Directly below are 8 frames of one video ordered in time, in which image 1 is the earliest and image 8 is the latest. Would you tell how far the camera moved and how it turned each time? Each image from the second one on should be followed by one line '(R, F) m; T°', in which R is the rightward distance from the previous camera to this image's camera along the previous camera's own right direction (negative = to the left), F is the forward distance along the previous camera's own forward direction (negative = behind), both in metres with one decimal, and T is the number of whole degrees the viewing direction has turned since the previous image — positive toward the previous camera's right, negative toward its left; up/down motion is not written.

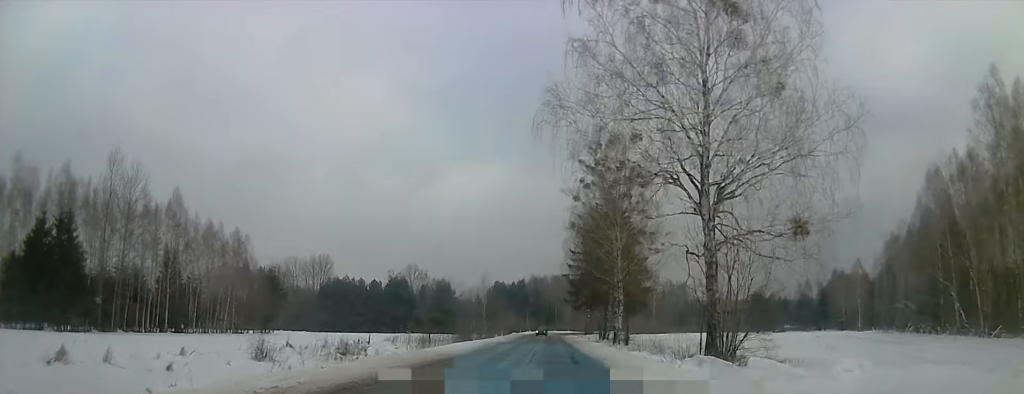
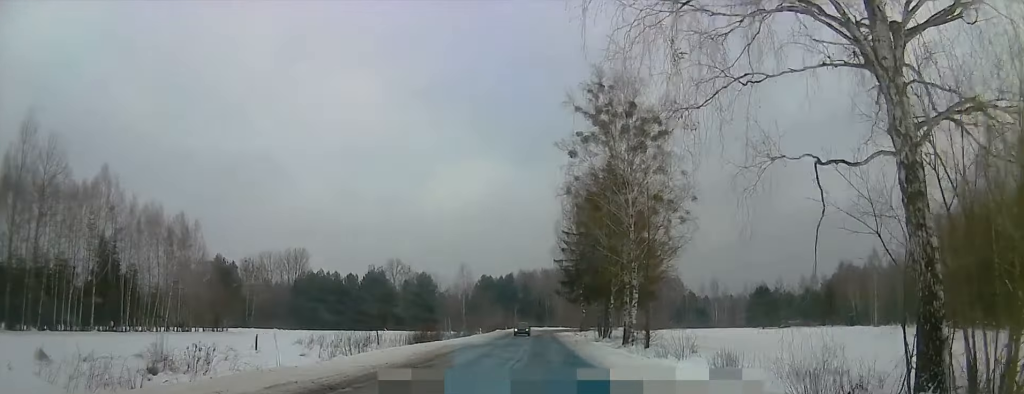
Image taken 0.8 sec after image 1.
(0.0, +15.0) m; +2°
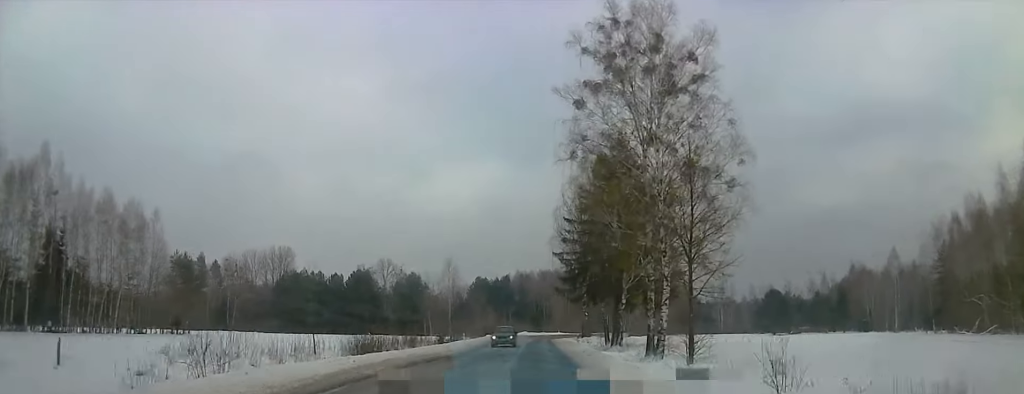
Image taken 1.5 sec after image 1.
(+0.4, +11.9) m; +2°
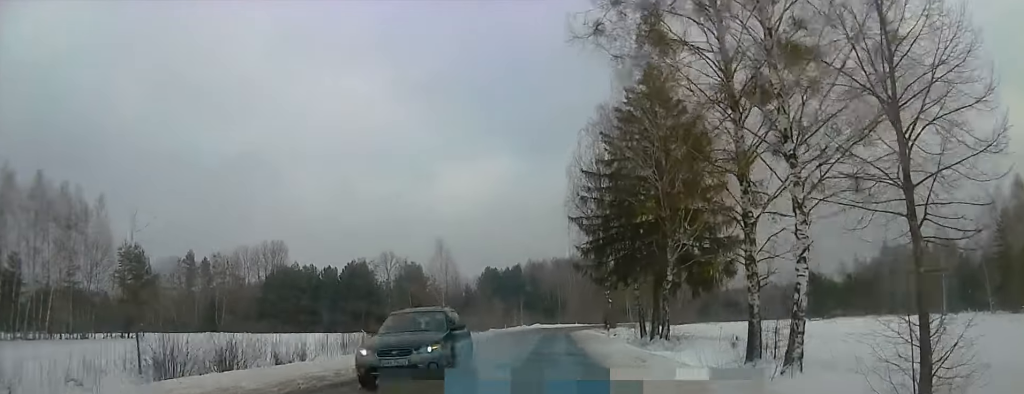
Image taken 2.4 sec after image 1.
(+0.3, +15.5) m; +1°
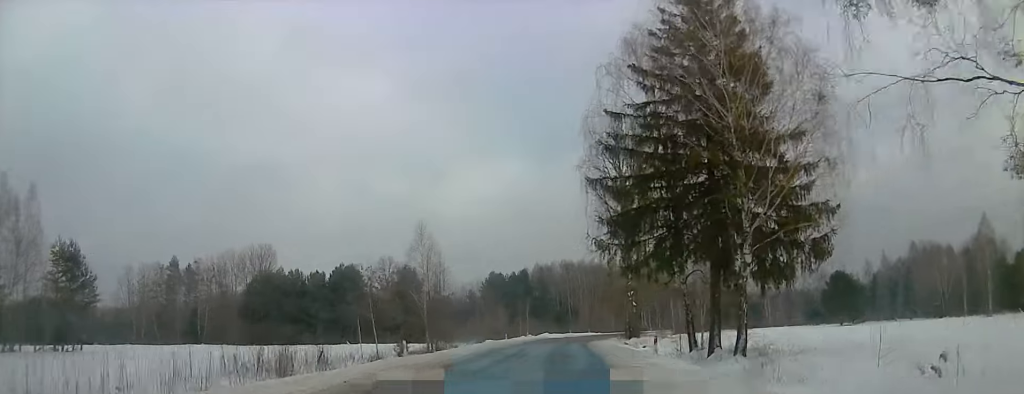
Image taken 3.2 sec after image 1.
(0.0, +14.9) m; 0°
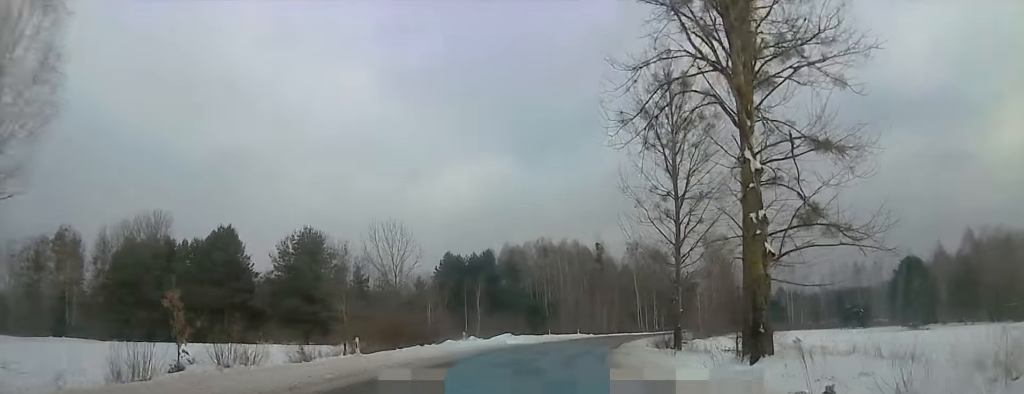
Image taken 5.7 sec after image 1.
(0.0, +44.6) m; 0°
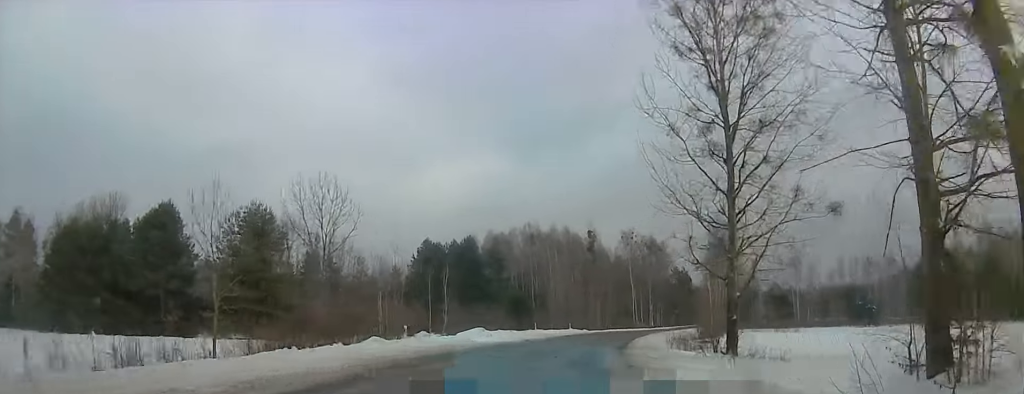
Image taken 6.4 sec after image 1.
(0.0, +13.1) m; 0°
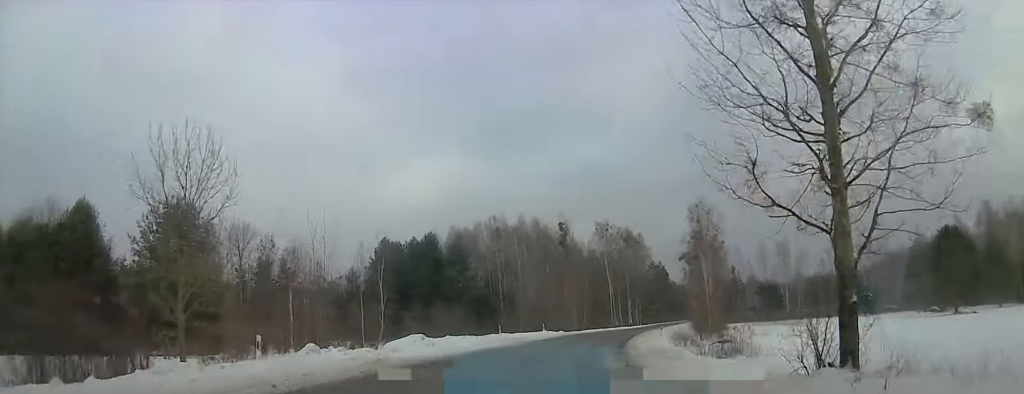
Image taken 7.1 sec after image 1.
(0.0, +11.4) m; 0°
